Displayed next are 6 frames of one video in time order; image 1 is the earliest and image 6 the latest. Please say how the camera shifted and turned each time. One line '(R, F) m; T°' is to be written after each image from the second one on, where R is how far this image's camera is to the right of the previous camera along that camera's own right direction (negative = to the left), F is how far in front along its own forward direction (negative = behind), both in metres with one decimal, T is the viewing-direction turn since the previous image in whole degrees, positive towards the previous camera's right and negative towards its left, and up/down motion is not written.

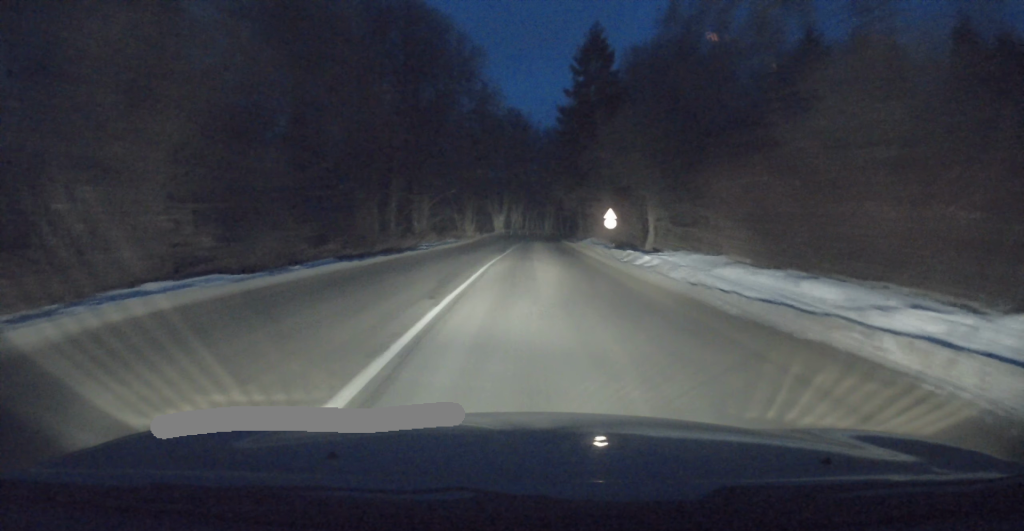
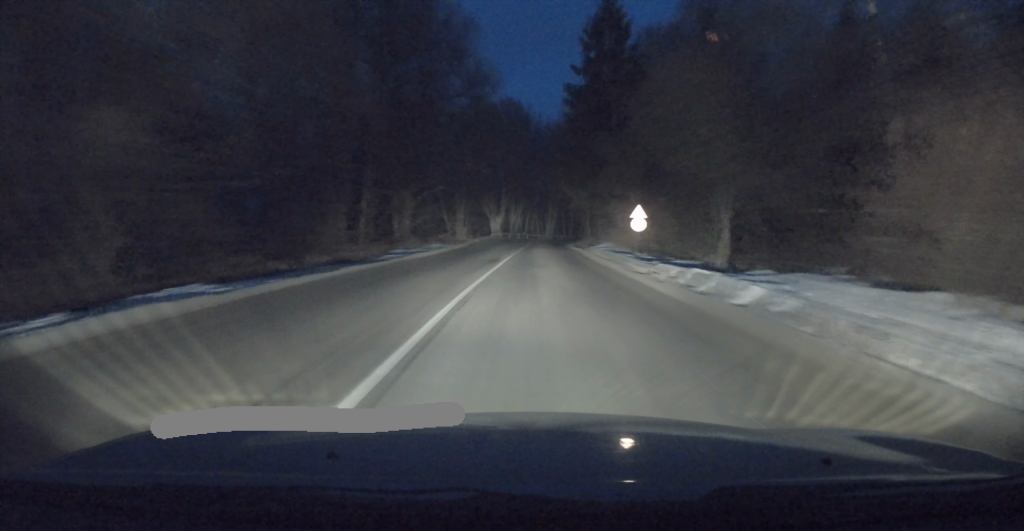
(+0.1, +9.0) m; +1°
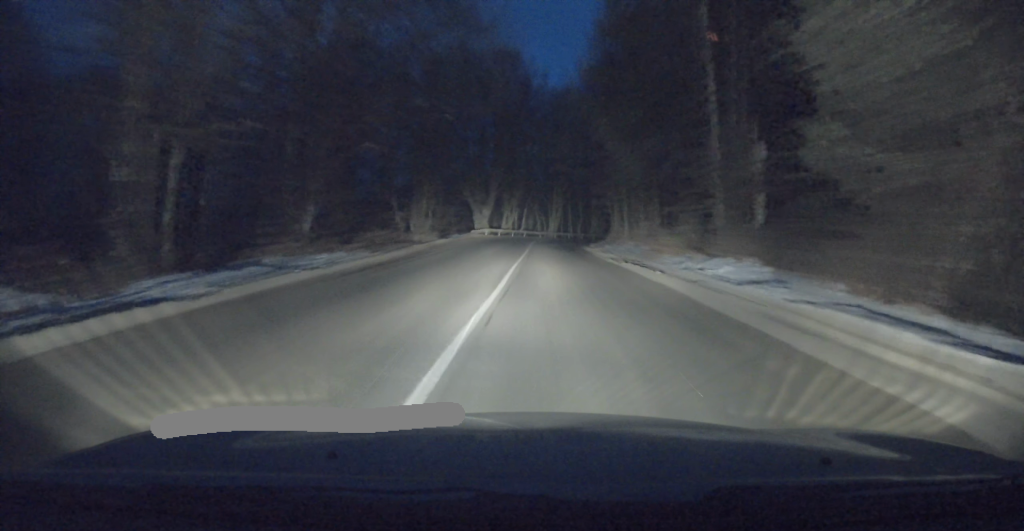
(+0.3, +22.9) m; +1°
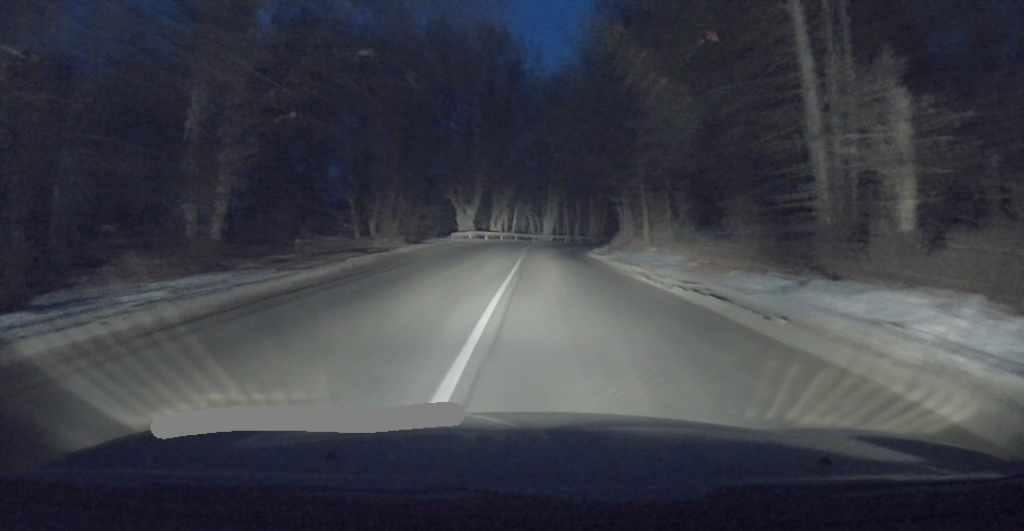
(-0.1, +8.0) m; 0°
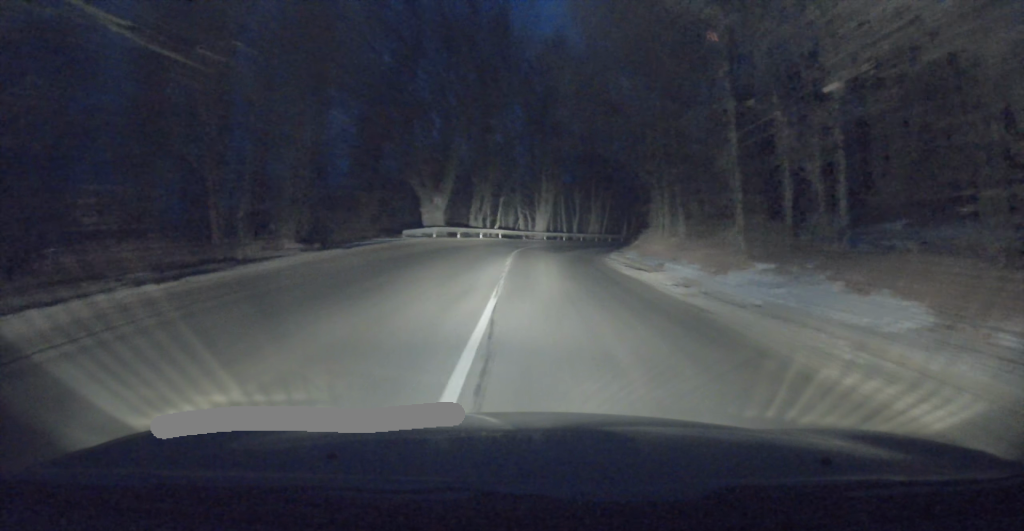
(+0.1, +13.3) m; +1°
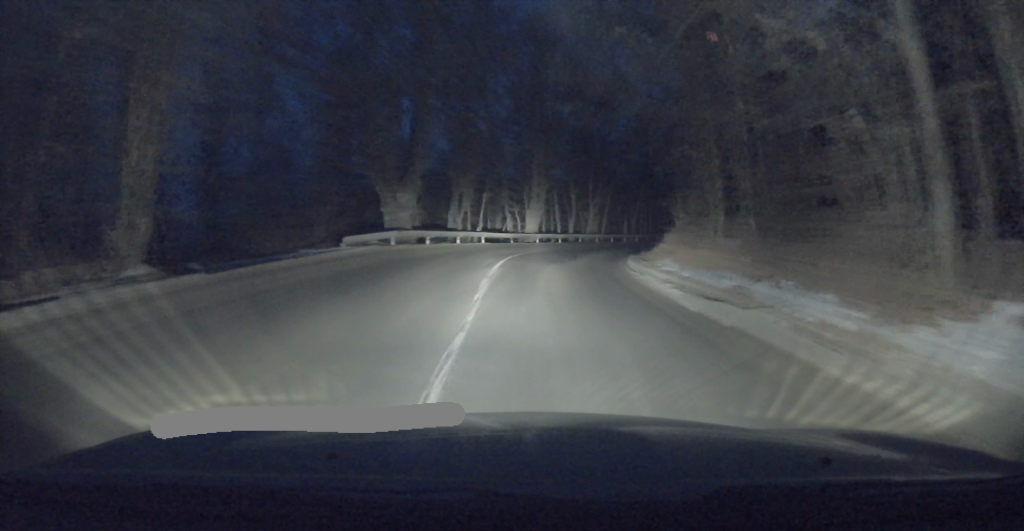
(+0.1, +7.9) m; +1°
